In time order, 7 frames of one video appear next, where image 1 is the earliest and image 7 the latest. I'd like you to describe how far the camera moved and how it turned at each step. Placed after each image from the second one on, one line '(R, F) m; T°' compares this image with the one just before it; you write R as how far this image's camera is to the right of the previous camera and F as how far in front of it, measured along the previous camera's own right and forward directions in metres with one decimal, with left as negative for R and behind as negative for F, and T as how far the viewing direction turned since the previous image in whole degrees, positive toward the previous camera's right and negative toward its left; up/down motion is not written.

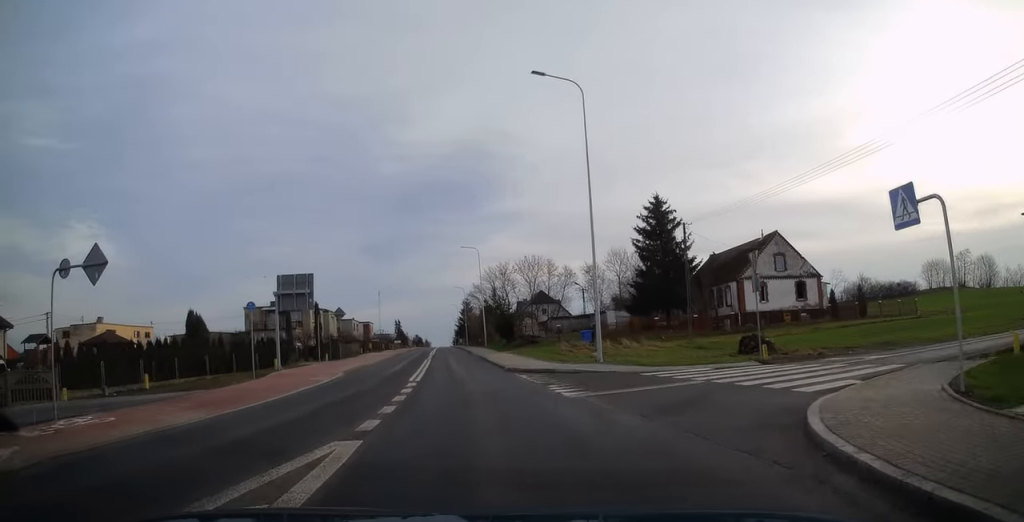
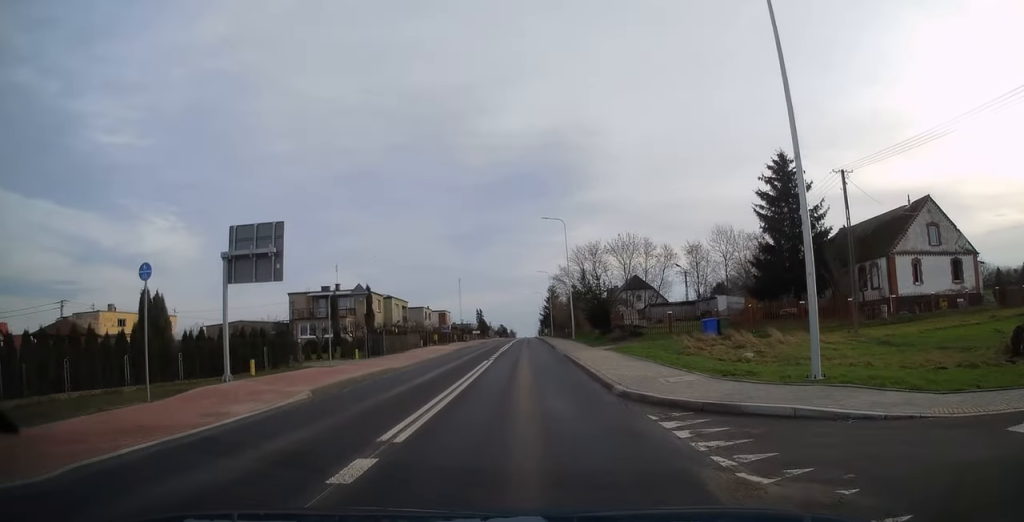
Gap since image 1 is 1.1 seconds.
(-0.5, +10.8) m; -7°
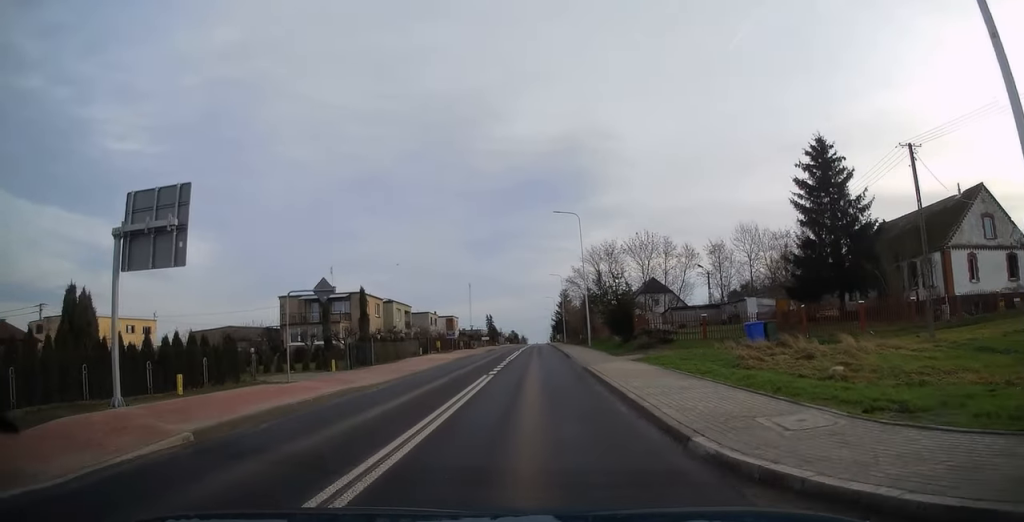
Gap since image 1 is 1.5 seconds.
(-0.3, +5.3) m; -3°
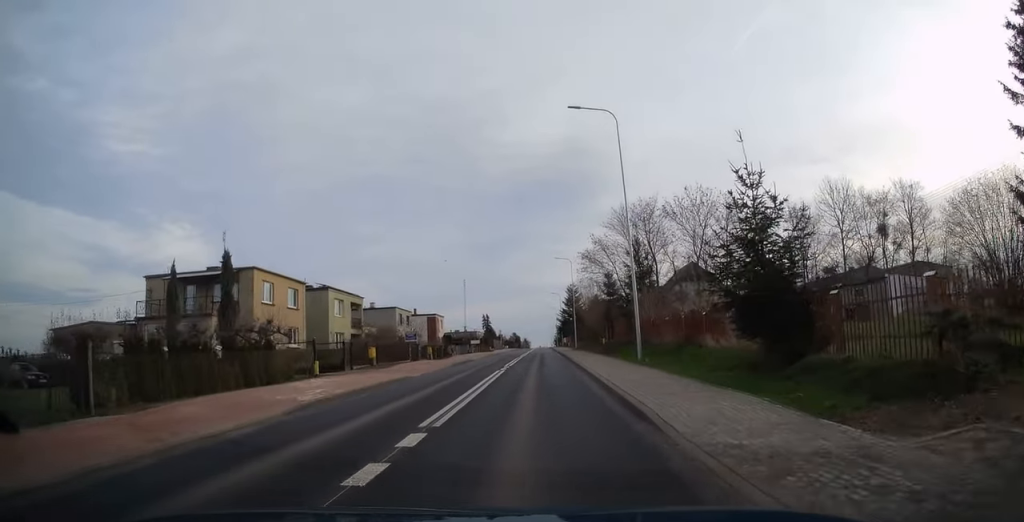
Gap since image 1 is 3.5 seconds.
(-1.1, +22.5) m; -3°
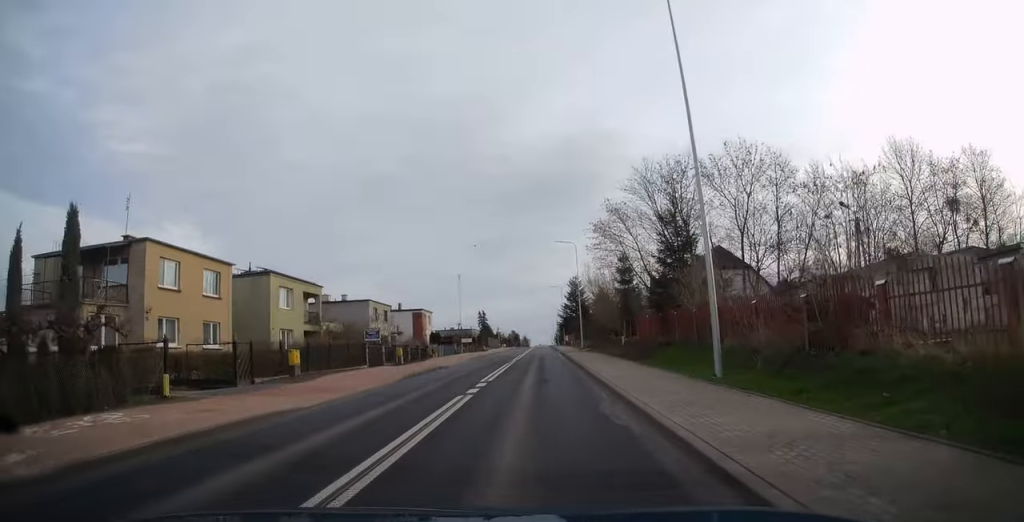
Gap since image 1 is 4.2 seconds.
(0.0, +10.2) m; 0°
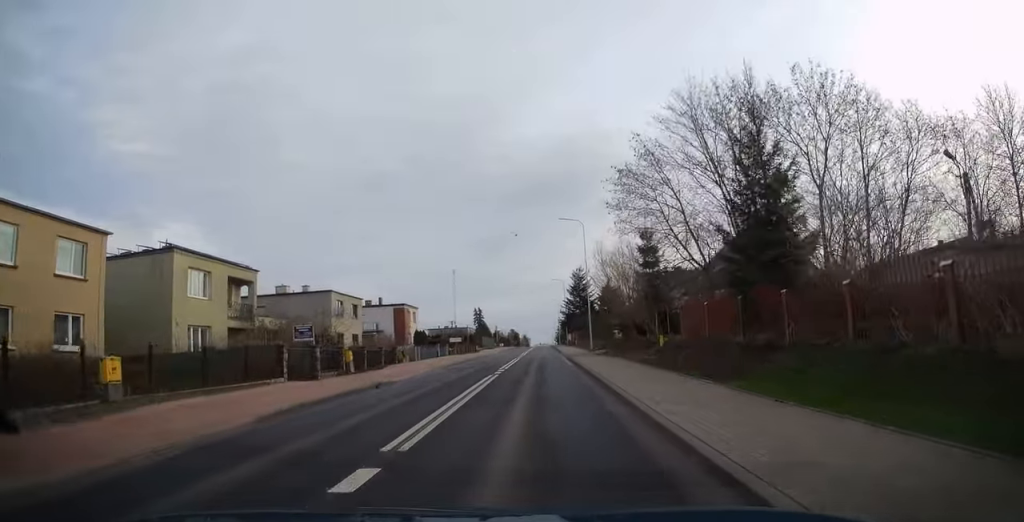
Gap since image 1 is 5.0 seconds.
(0.0, +10.5) m; -1°
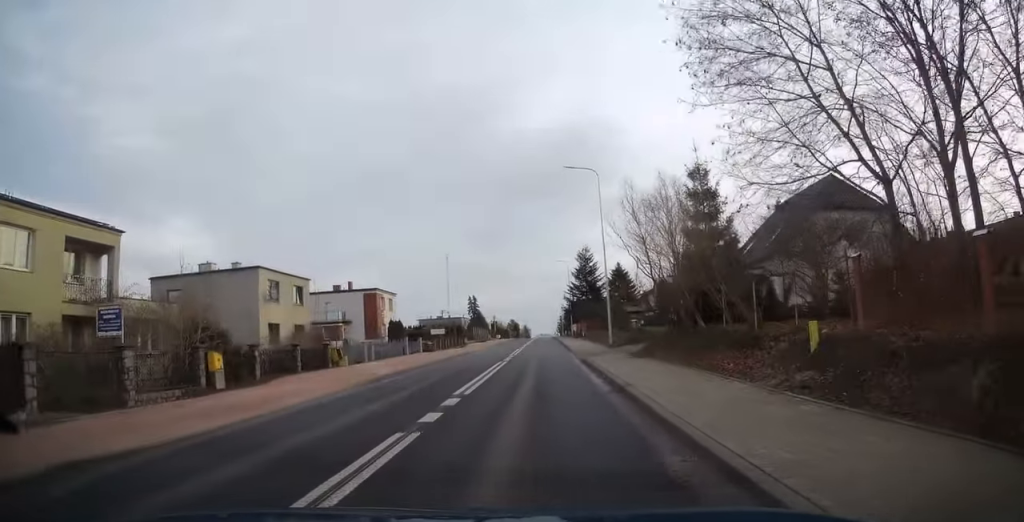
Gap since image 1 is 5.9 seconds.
(-0.2, +12.8) m; 0°
